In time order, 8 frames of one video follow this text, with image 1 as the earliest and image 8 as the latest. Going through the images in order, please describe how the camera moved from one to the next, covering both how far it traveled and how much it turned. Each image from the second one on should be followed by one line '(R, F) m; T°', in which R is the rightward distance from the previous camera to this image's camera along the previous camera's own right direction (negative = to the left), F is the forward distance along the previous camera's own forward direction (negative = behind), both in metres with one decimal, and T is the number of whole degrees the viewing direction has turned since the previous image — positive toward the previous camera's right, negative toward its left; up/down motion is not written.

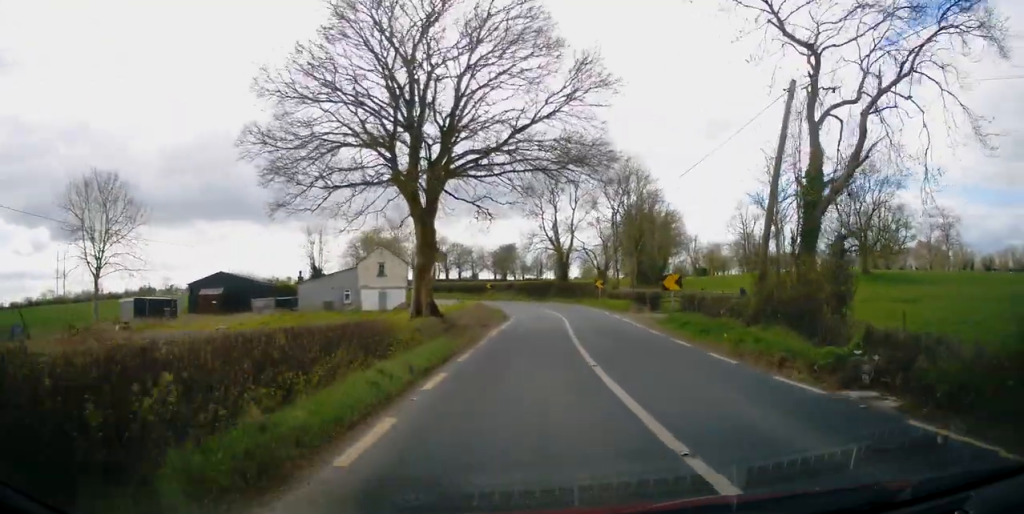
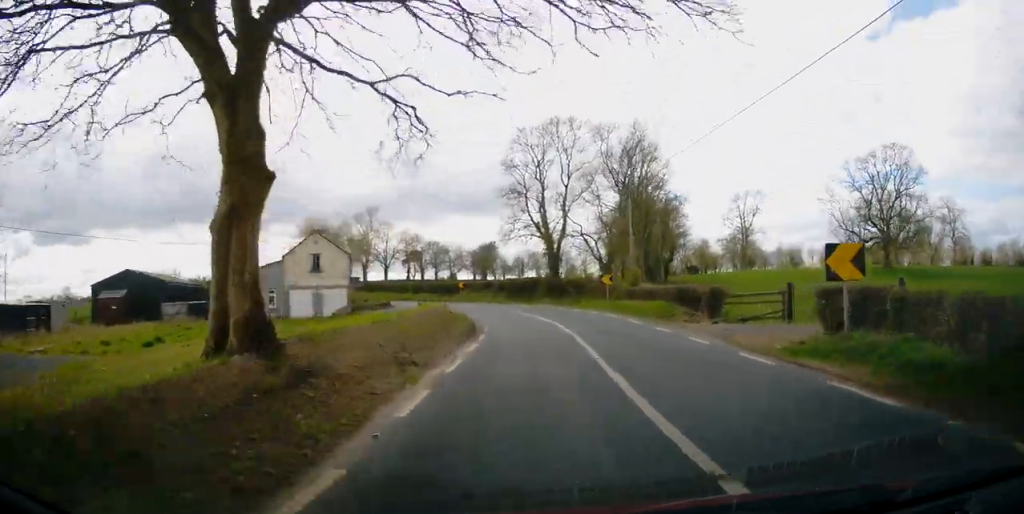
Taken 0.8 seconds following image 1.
(+0.6, +13.6) m; +3°
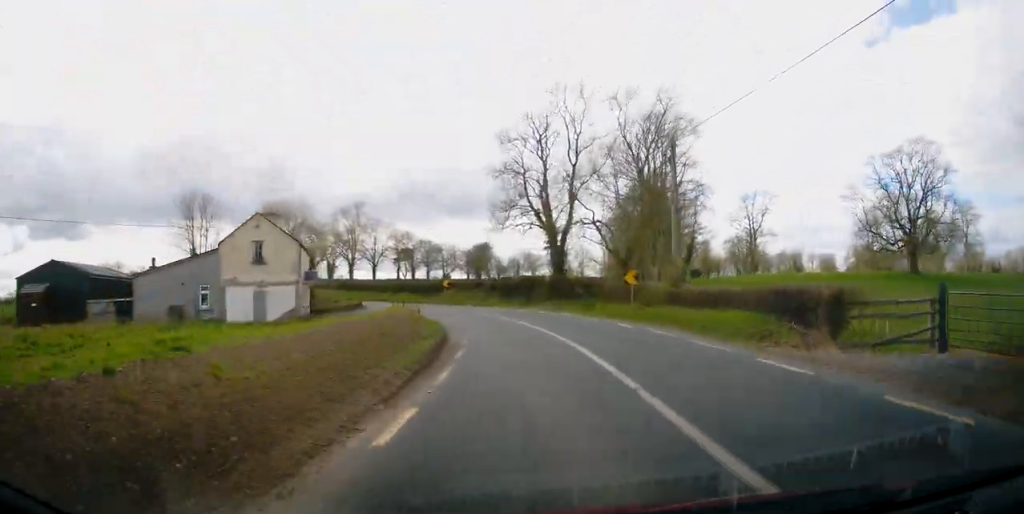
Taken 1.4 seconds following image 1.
(+0.1, +9.1) m; +1°
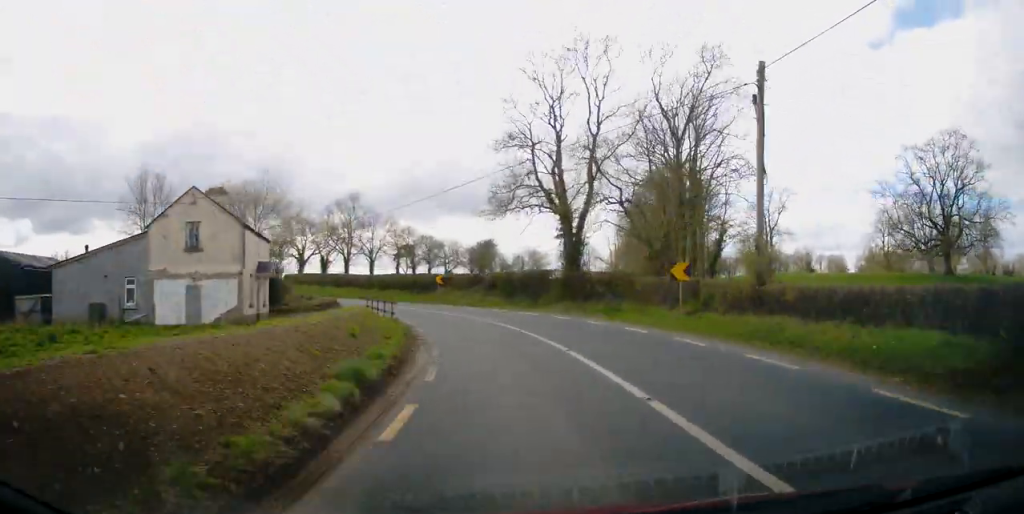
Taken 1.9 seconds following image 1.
(0.0, +7.8) m; 0°
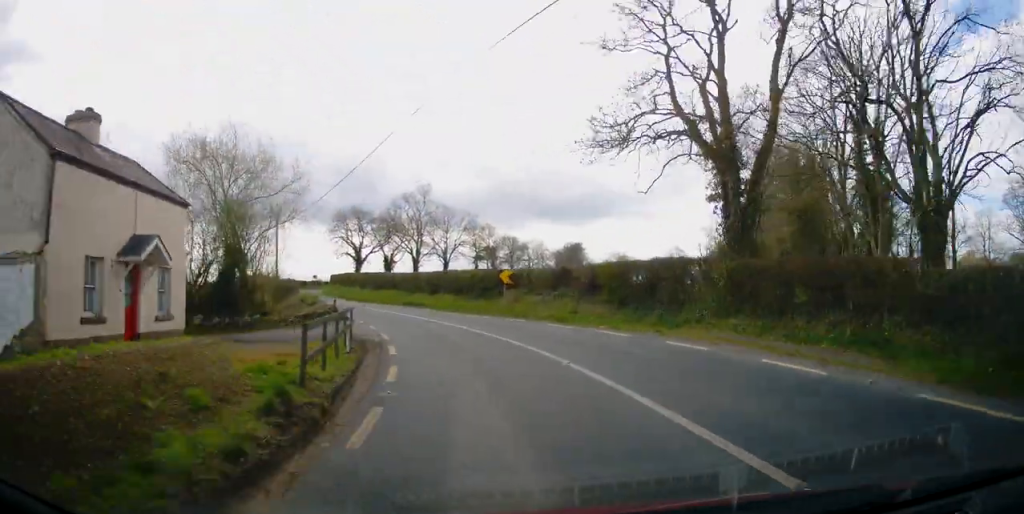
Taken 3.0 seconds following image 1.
(-0.1, +16.2) m; -5°
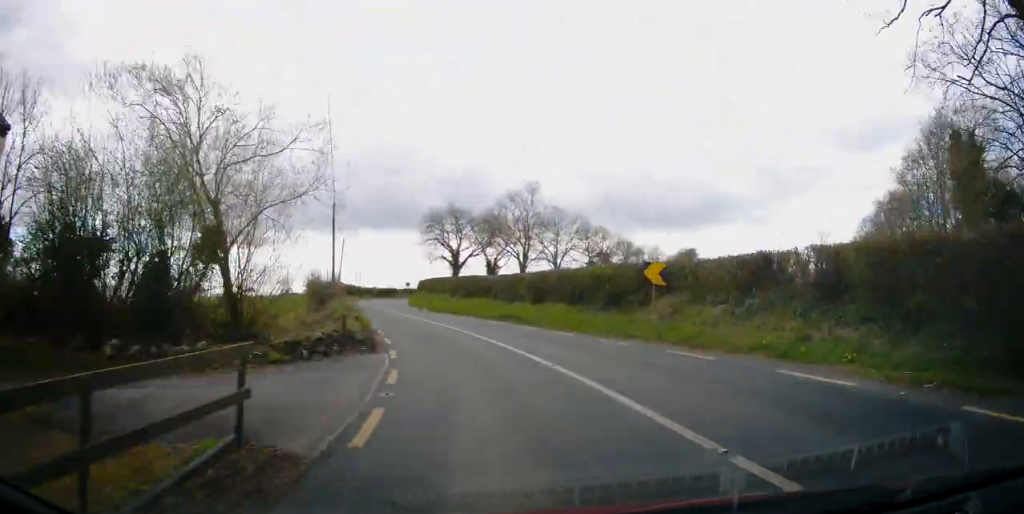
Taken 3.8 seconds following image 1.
(-0.4, +11.7) m; -9°
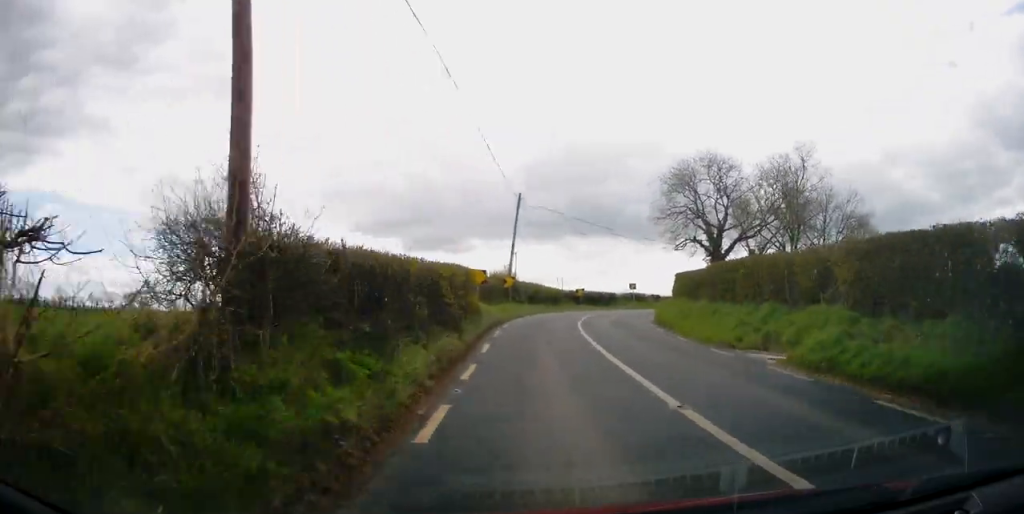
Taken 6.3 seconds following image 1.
(-8.0, +33.9) m; -20°
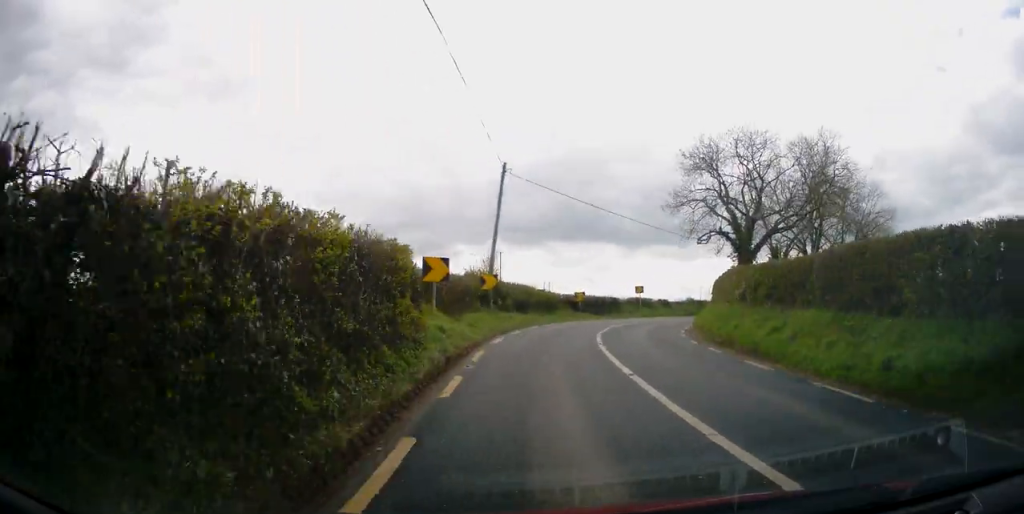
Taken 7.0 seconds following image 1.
(-0.2, +9.6) m; -1°
